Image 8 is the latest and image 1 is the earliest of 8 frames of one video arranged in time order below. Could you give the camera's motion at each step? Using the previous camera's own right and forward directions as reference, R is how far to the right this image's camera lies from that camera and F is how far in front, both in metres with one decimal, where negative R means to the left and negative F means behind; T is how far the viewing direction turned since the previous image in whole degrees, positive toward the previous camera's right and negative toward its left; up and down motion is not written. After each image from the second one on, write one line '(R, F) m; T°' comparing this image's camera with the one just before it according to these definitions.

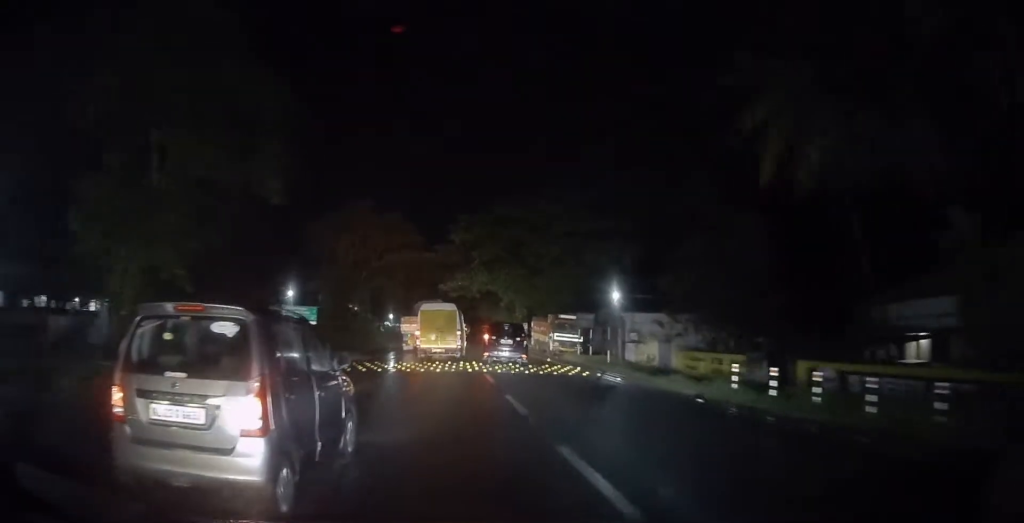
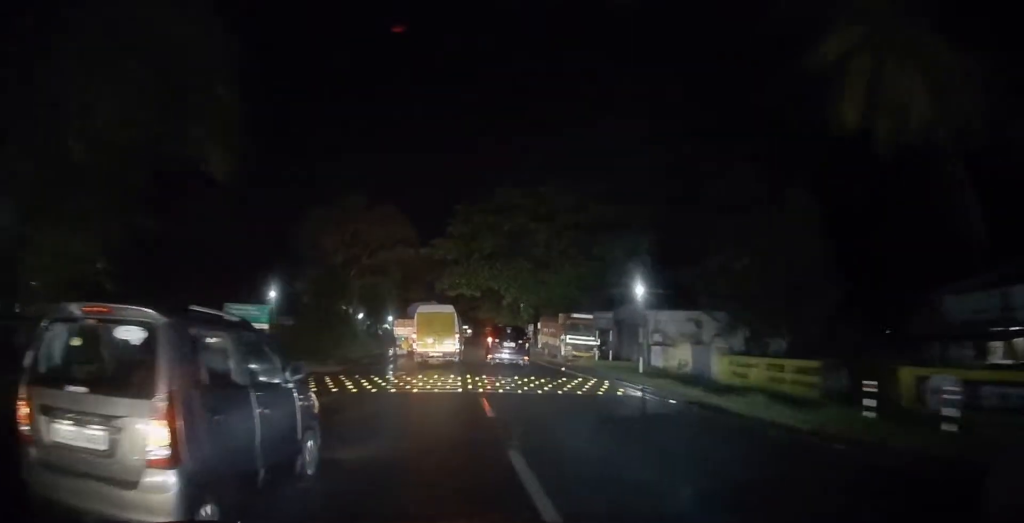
(+0.1, +5.7) m; 0°
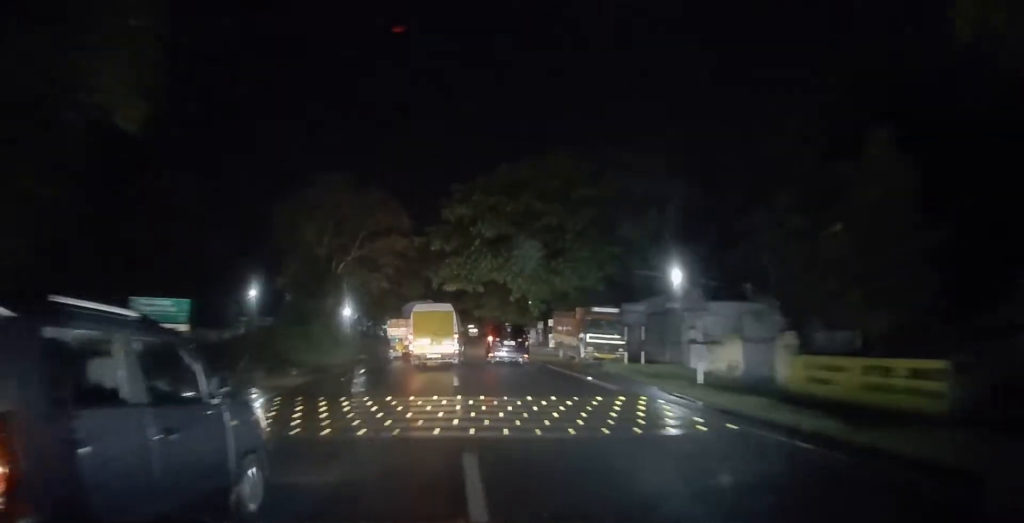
(-0.1, +5.8) m; -1°
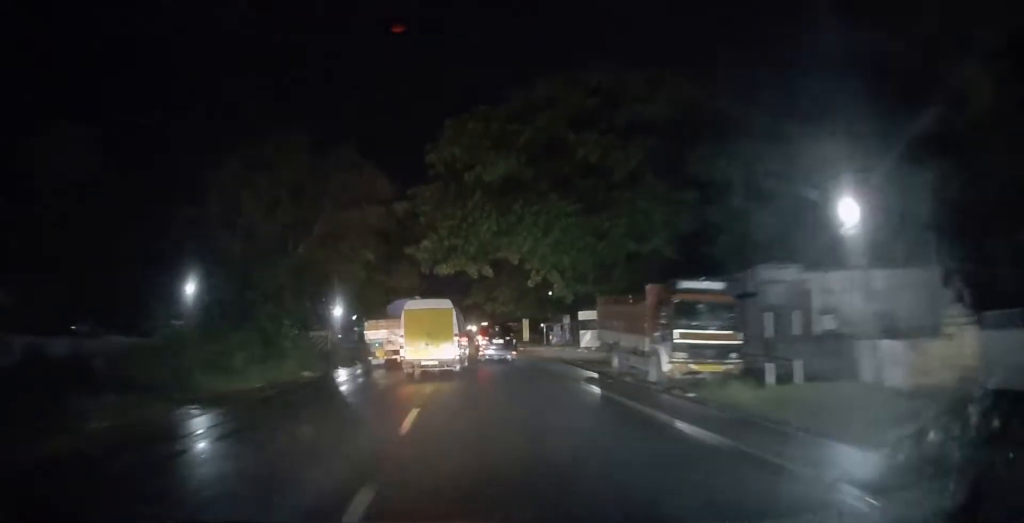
(-0.3, +12.2) m; -1°
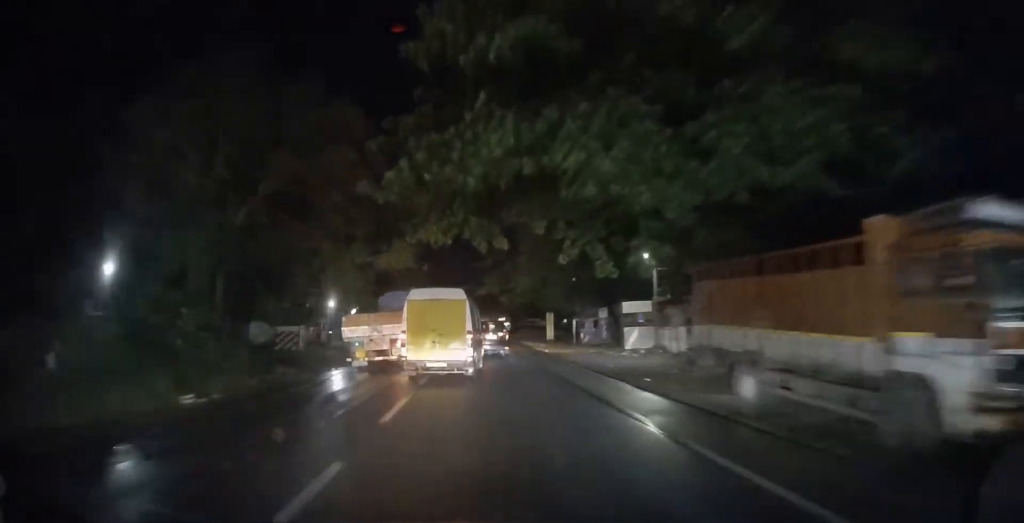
(-0.1, +10.3) m; 0°
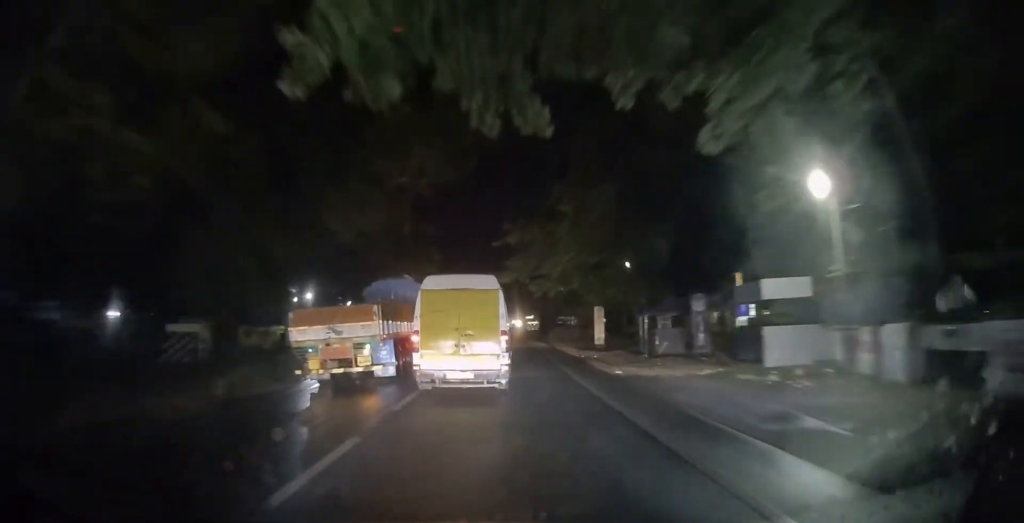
(0.0, +16.4) m; -2°
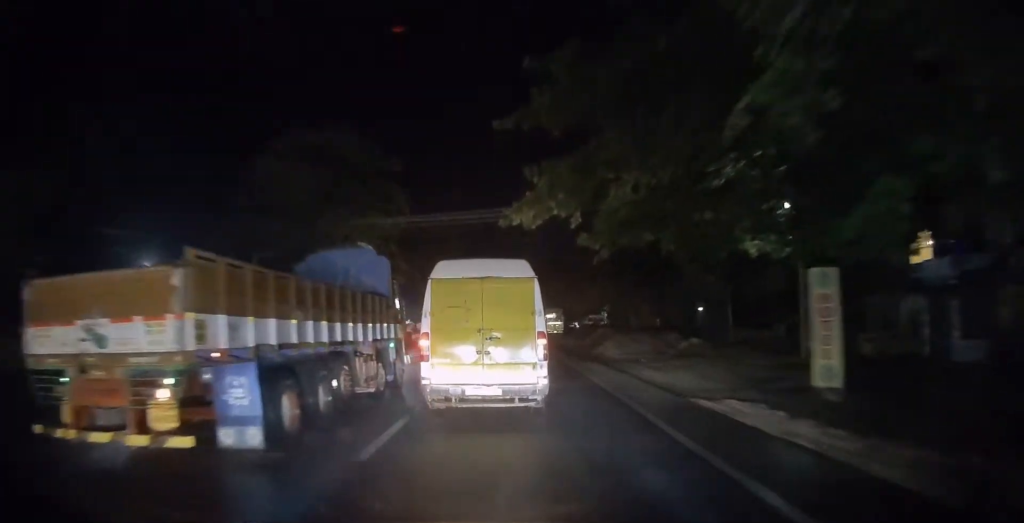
(-0.6, +28.6) m; -2°
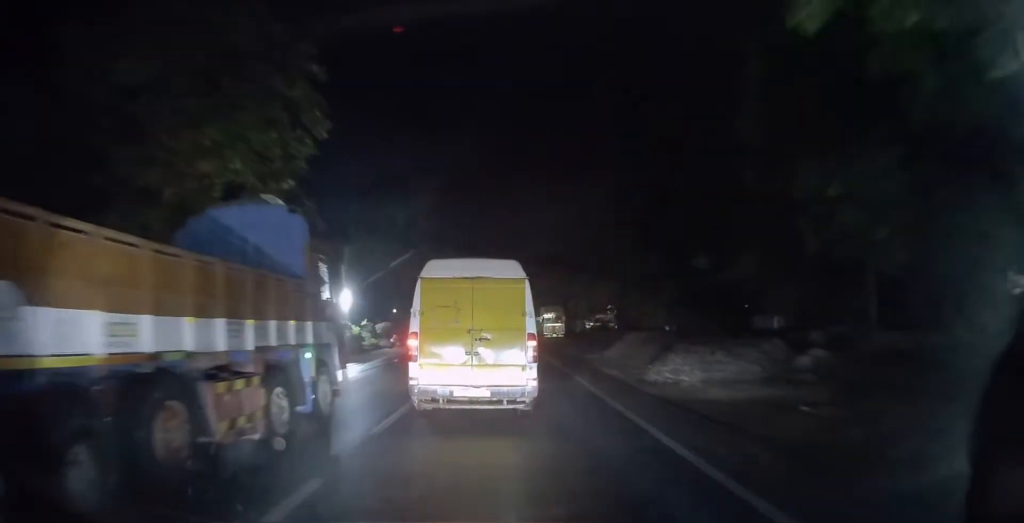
(-0.3, +16.8) m; -1°
